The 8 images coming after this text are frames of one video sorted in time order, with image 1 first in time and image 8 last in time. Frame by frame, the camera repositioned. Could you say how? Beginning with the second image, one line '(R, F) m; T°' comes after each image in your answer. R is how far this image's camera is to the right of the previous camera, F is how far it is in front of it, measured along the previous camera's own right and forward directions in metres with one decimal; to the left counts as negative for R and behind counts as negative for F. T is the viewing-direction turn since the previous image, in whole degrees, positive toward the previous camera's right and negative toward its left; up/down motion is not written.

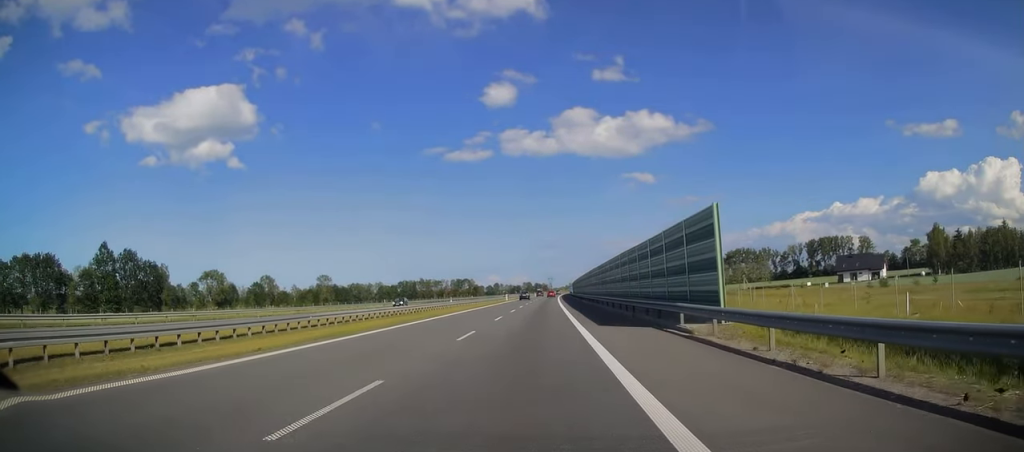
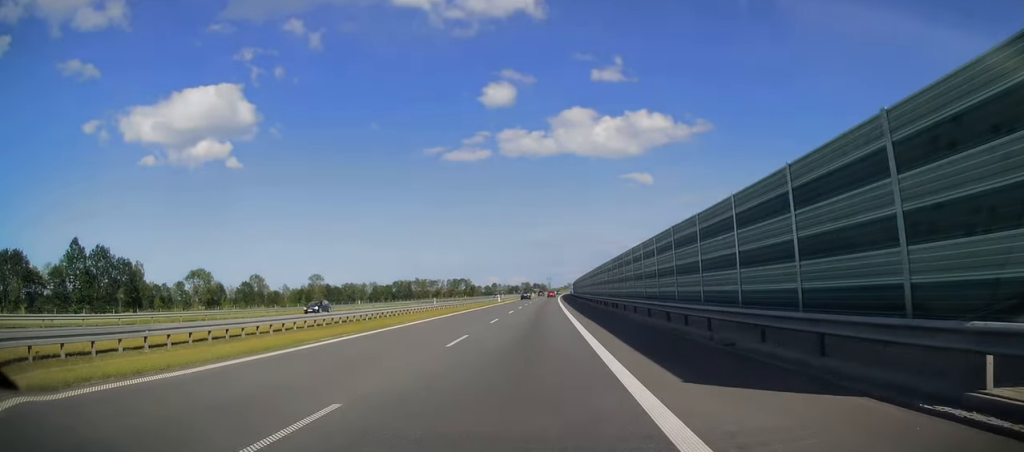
(-0.3, +13.8) m; 0°
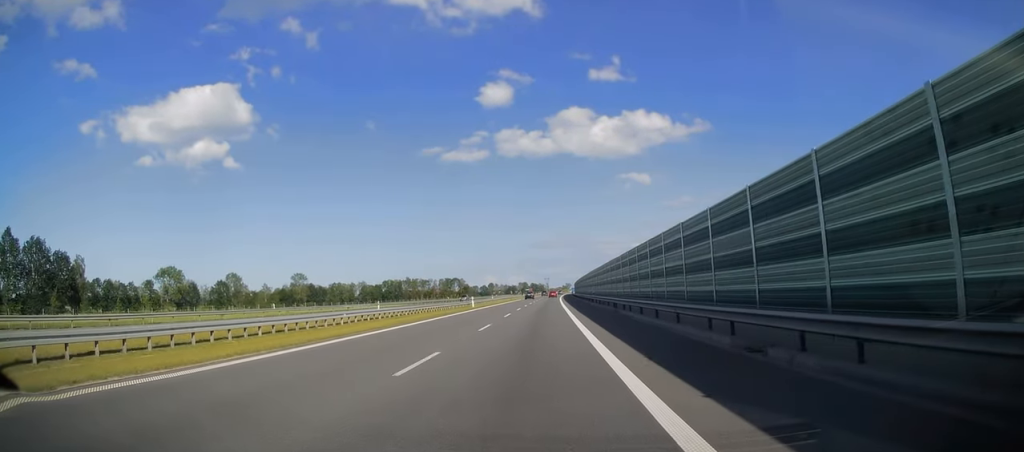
(+0.7, +29.1) m; +1°
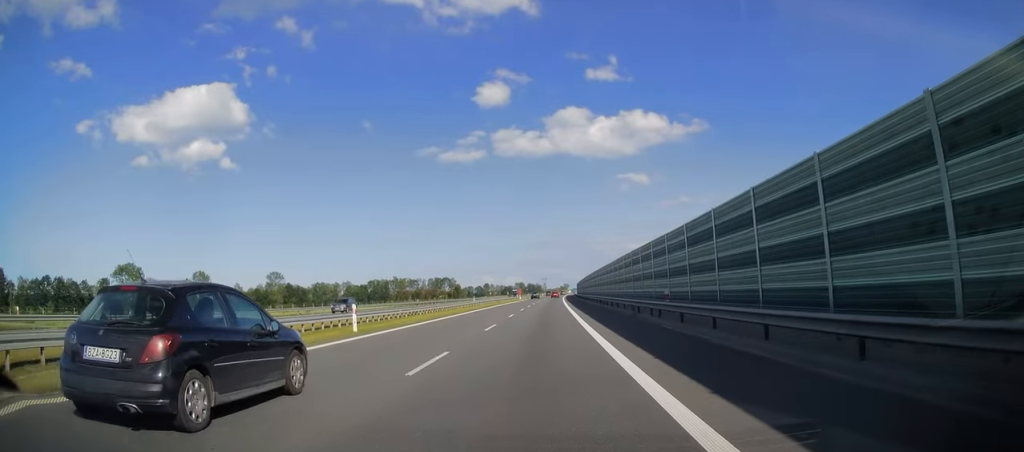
(-0.5, +35.6) m; 0°
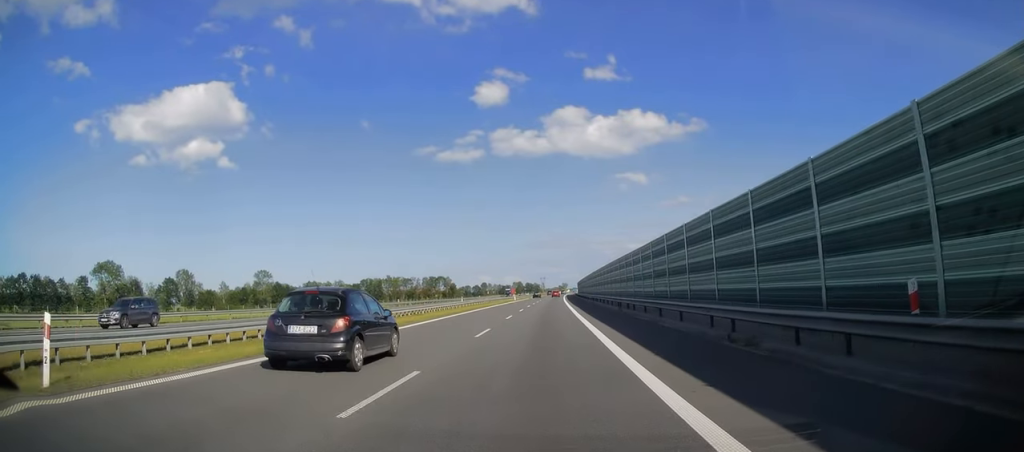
(-0.1, +15.4) m; 0°
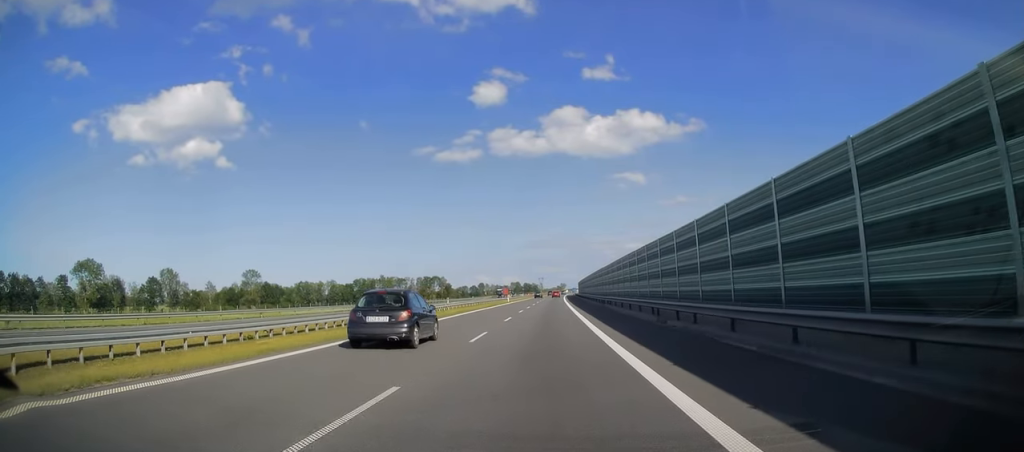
(+0.2, +13.6) m; 0°
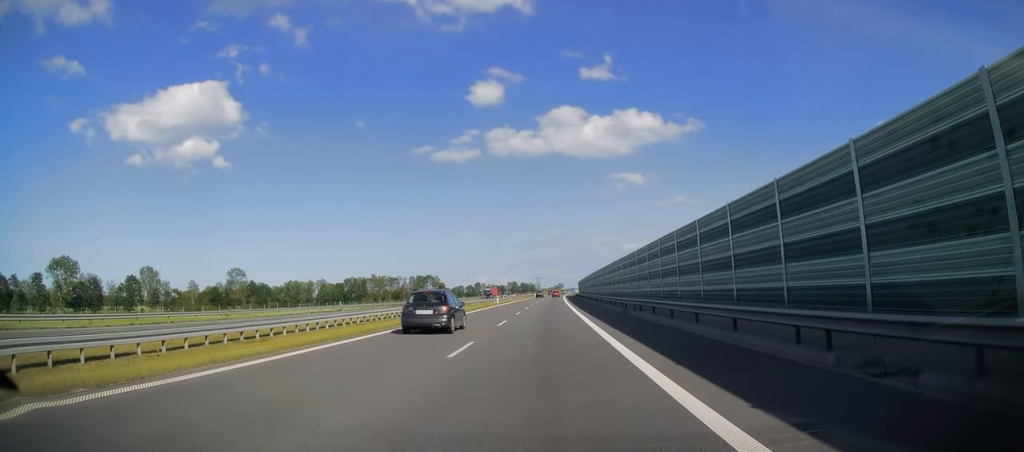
(+0.2, +15.9) m; 0°
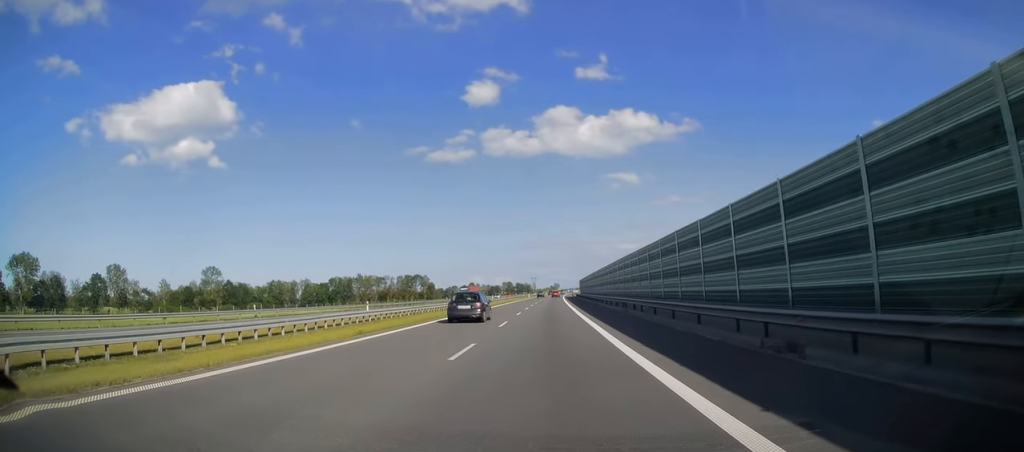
(-0.3, +24.1) m; 0°
